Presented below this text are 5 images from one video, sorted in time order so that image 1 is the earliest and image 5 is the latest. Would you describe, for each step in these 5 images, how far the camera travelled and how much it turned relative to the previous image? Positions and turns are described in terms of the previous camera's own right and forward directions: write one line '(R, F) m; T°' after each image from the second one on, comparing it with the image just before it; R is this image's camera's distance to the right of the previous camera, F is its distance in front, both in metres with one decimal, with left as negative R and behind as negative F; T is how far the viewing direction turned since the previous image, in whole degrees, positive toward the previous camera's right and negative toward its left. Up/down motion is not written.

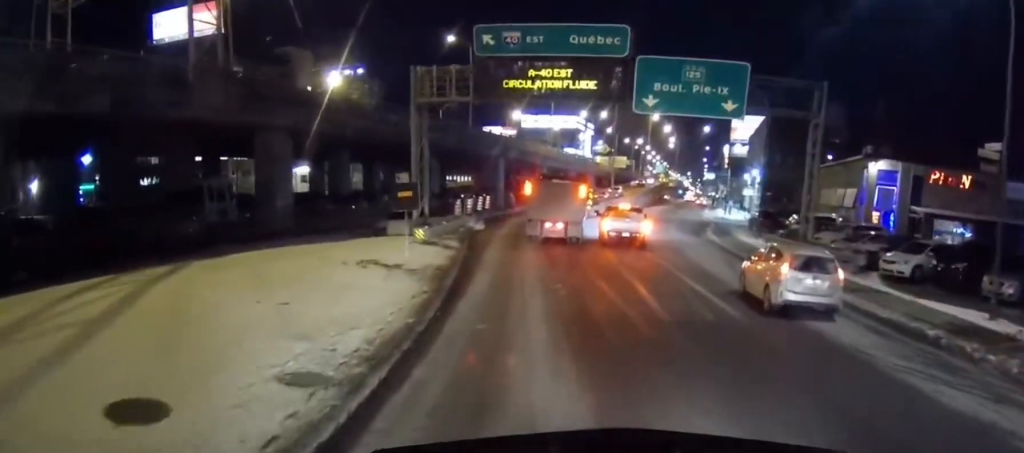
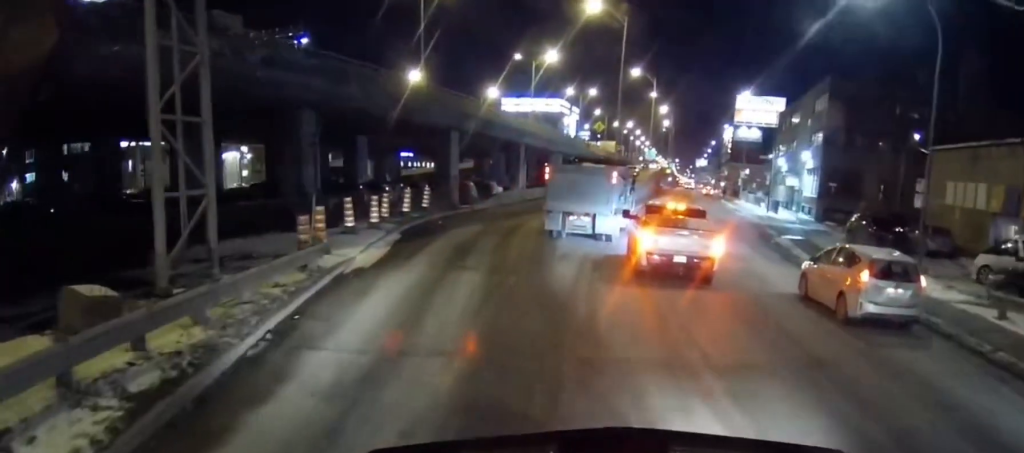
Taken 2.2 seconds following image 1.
(+0.5, +21.7) m; +3°
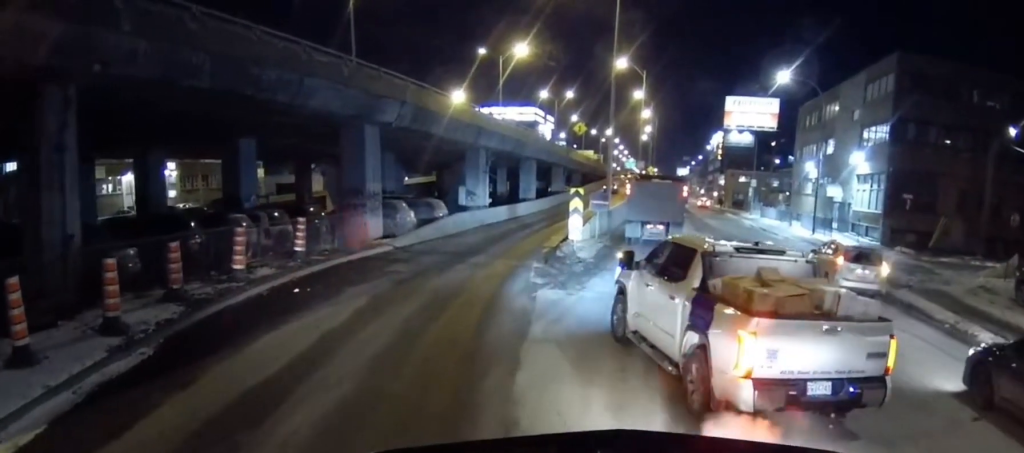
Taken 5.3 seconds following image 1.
(+1.7, +27.6) m; +4°
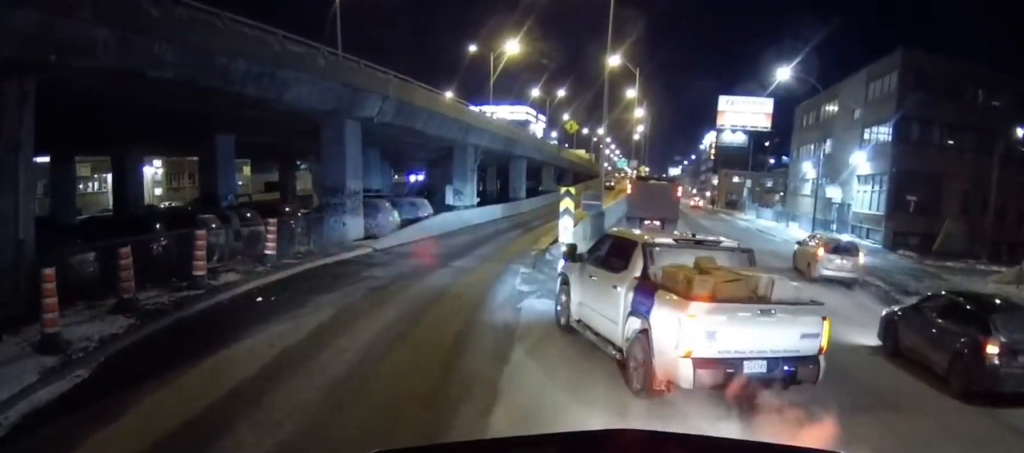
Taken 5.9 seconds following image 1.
(0.0, +2.9) m; 0°
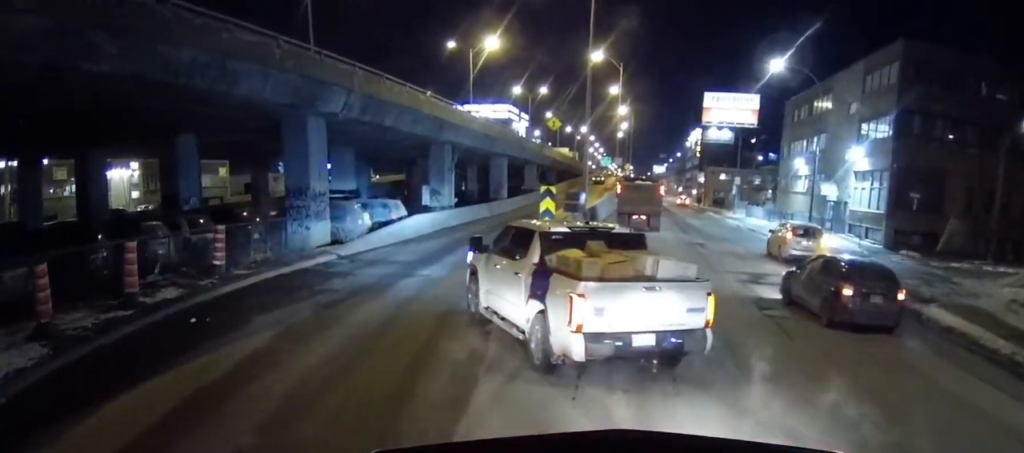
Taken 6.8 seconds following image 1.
(0.0, +2.1) m; 0°
